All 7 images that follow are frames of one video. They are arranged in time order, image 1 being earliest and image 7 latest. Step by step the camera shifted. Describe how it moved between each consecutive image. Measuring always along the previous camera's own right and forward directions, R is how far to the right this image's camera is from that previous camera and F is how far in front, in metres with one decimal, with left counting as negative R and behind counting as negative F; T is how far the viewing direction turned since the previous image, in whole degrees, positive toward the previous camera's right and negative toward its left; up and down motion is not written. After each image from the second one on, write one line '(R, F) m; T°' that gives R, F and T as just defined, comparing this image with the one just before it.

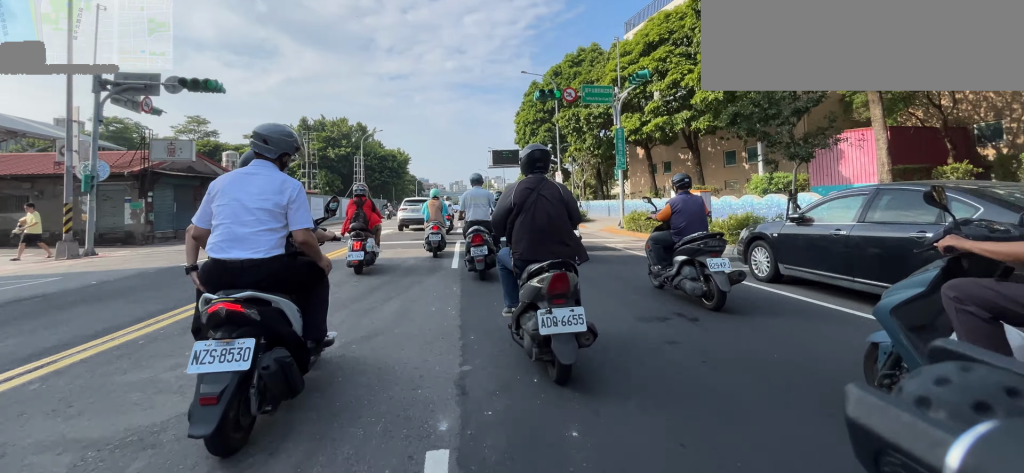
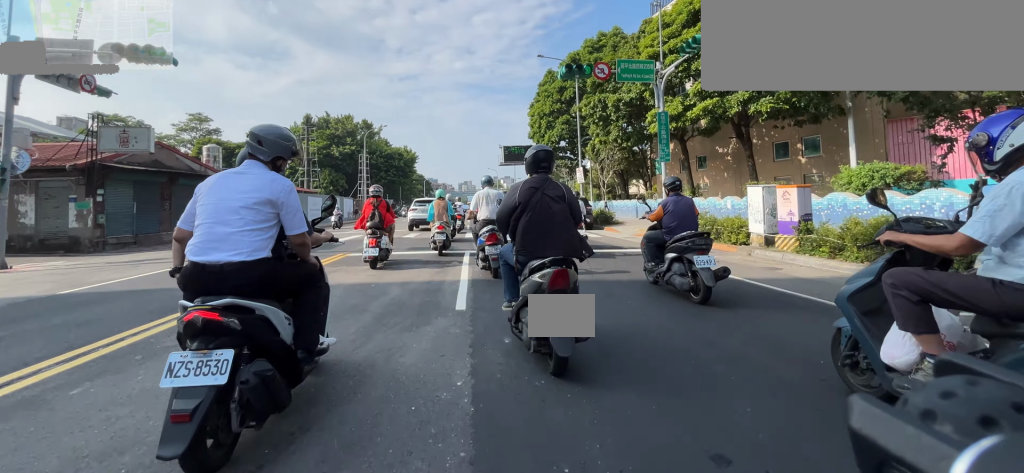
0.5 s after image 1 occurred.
(0.0, +3.8) m; 0°
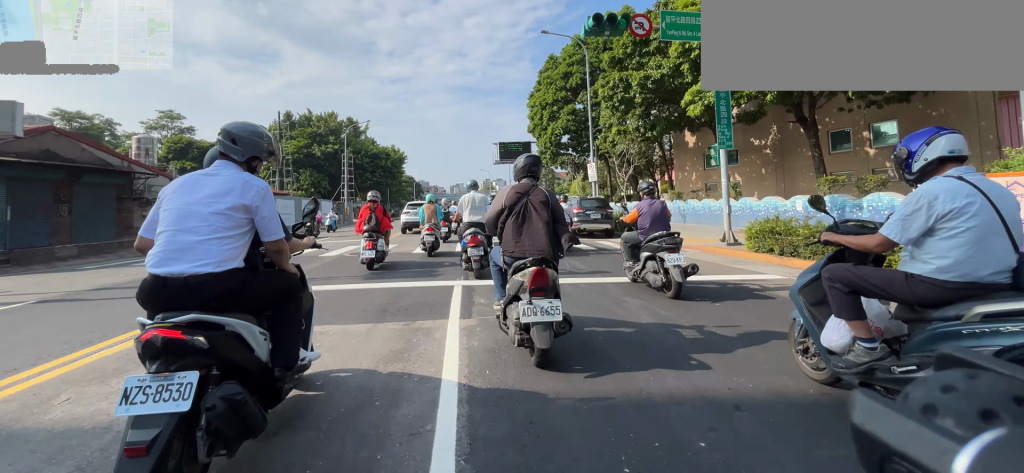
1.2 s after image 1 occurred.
(0.0, +4.6) m; 0°
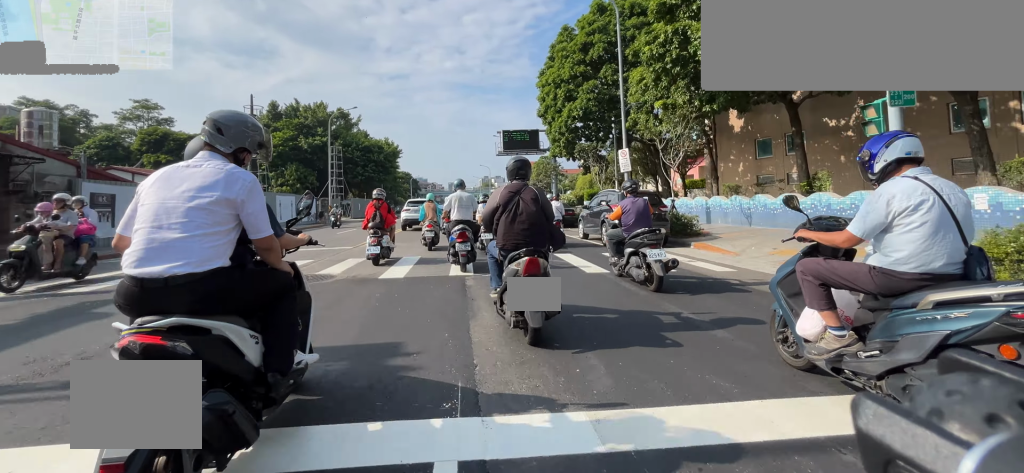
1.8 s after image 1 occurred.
(0.0, +5.6) m; 0°
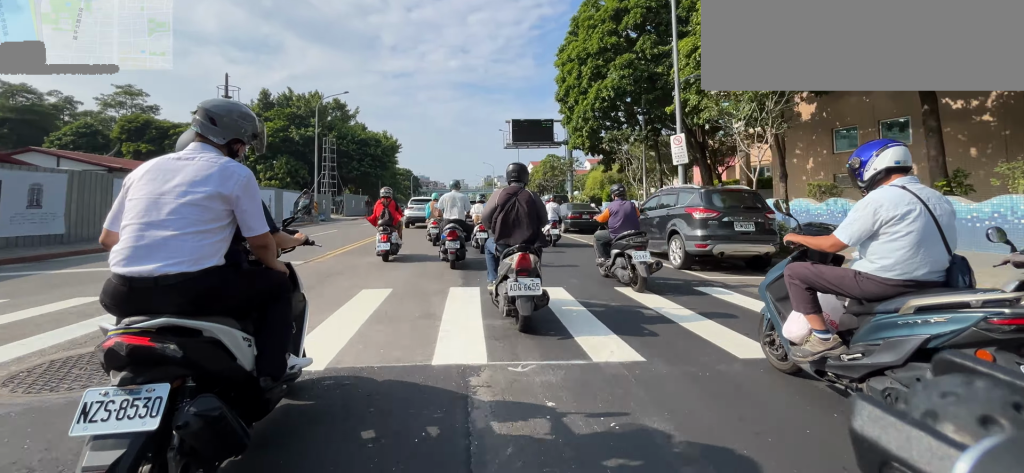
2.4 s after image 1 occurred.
(0.0, +5.0) m; 0°
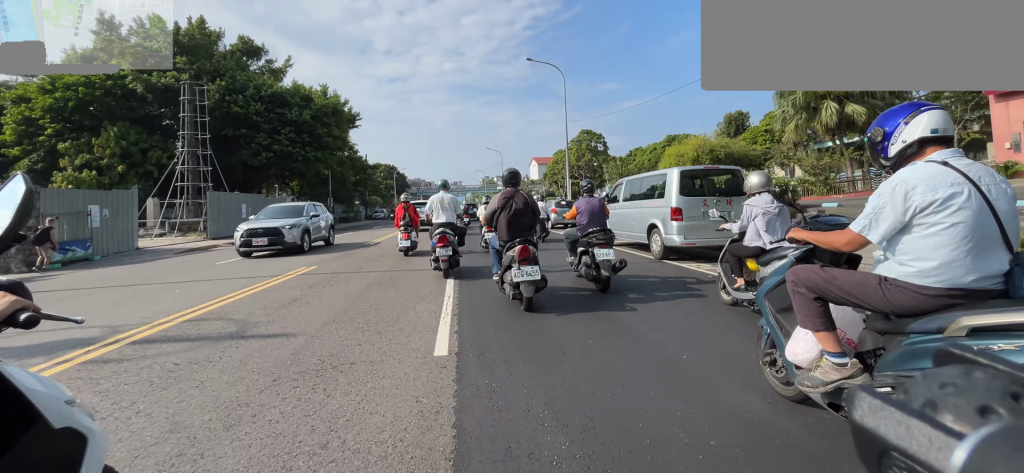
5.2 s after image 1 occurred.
(+0.4, +32.4) m; +1°
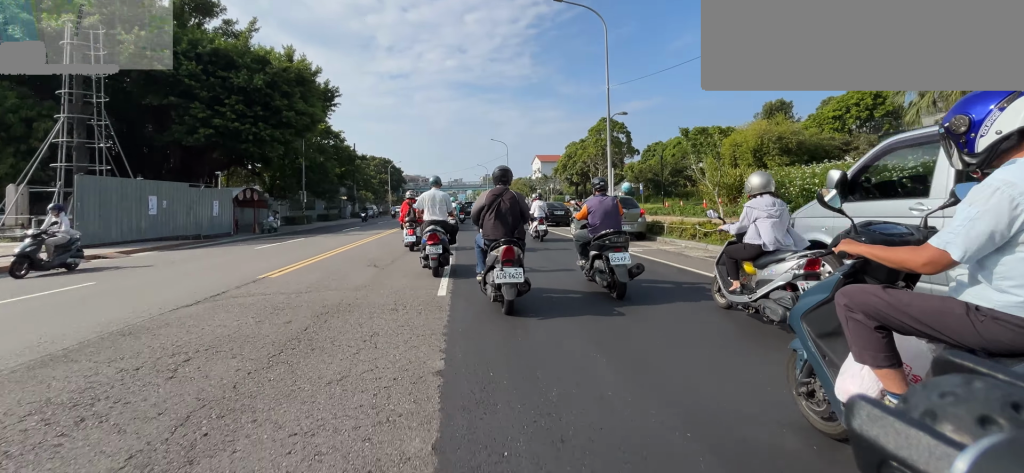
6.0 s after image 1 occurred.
(0.0, +9.4) m; 0°
